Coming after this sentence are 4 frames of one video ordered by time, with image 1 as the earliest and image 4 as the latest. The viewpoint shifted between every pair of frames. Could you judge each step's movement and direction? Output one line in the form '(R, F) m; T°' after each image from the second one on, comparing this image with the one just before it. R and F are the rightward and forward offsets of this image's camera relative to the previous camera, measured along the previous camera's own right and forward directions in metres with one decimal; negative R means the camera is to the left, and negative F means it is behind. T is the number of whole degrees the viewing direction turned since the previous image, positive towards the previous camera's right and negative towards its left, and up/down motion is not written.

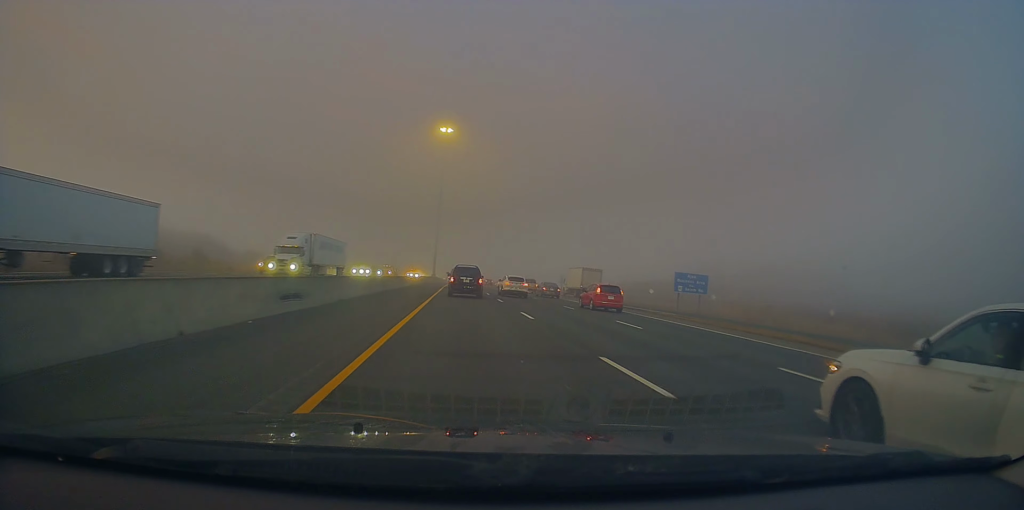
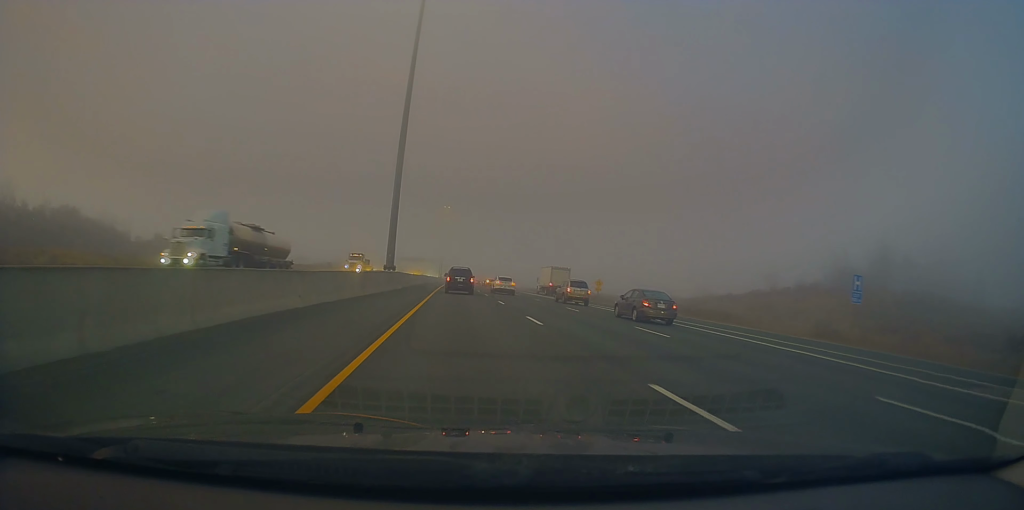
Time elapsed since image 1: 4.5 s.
(-0.1, +85.3) m; +1°
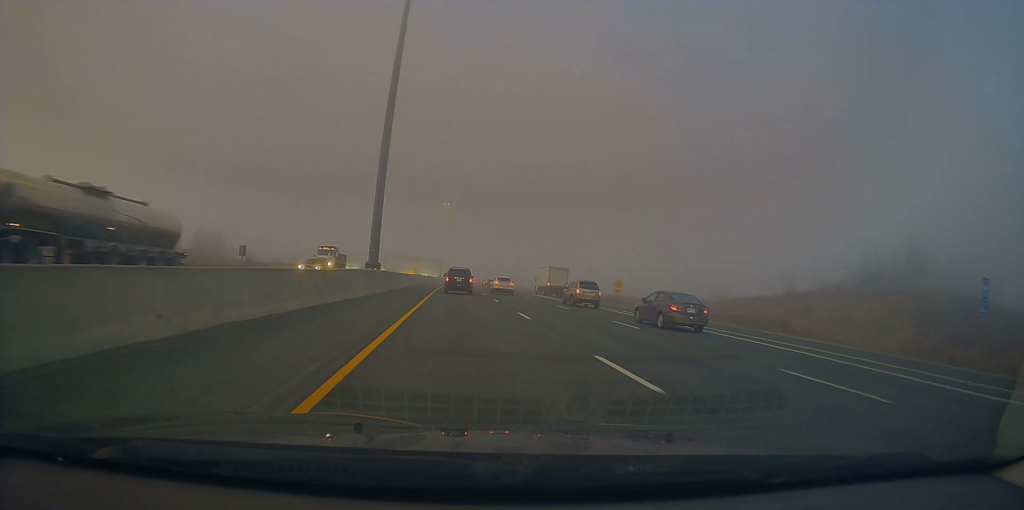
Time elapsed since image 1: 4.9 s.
(+0.3, +9.0) m; 0°
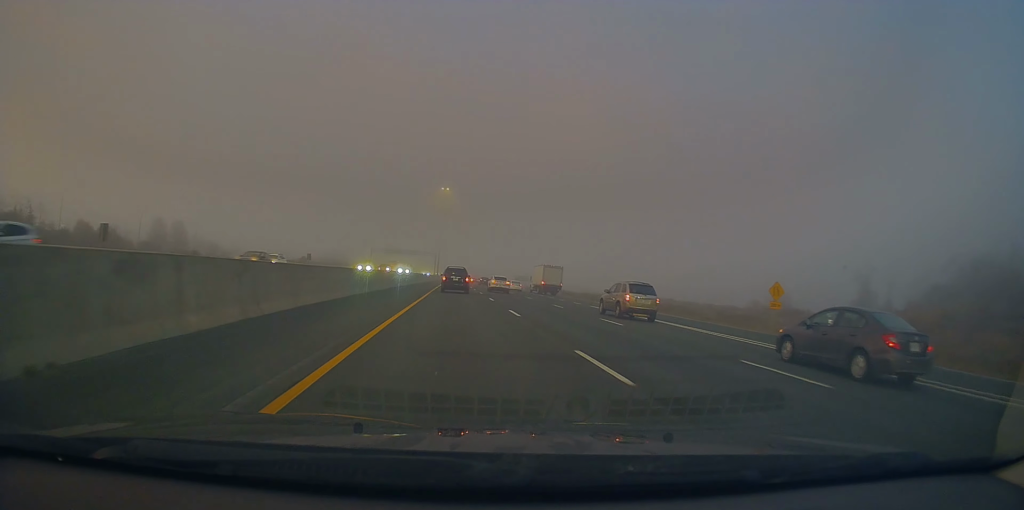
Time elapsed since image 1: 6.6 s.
(-0.9, +34.5) m; -3°
